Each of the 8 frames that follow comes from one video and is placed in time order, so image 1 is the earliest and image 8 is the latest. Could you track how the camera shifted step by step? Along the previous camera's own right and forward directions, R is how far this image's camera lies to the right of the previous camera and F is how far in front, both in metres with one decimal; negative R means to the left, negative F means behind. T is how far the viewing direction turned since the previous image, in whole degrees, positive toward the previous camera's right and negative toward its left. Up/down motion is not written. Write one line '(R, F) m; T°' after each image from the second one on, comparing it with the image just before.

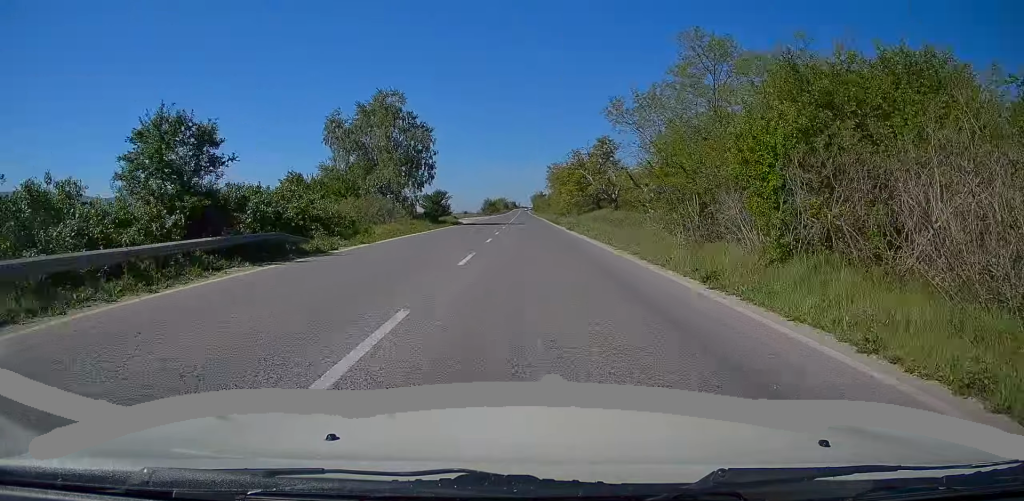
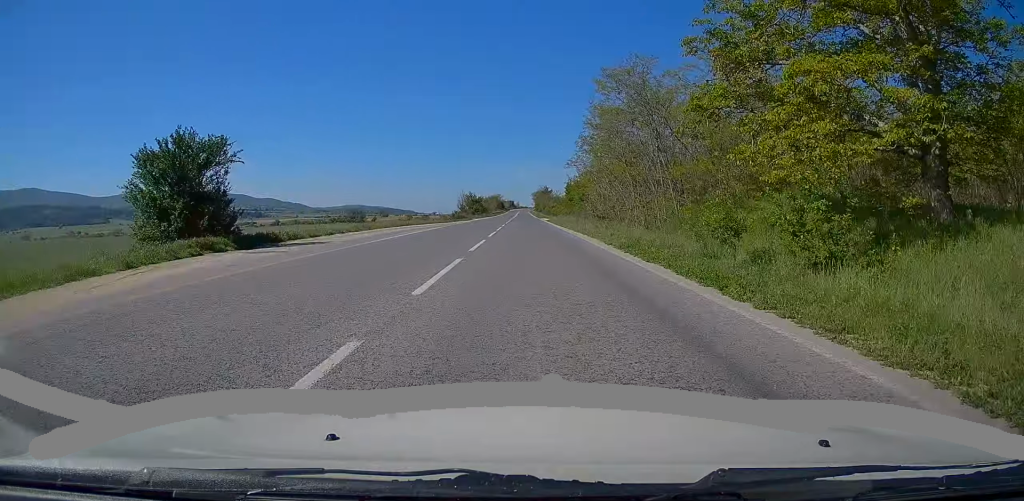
(+0.2, +64.9) m; 0°
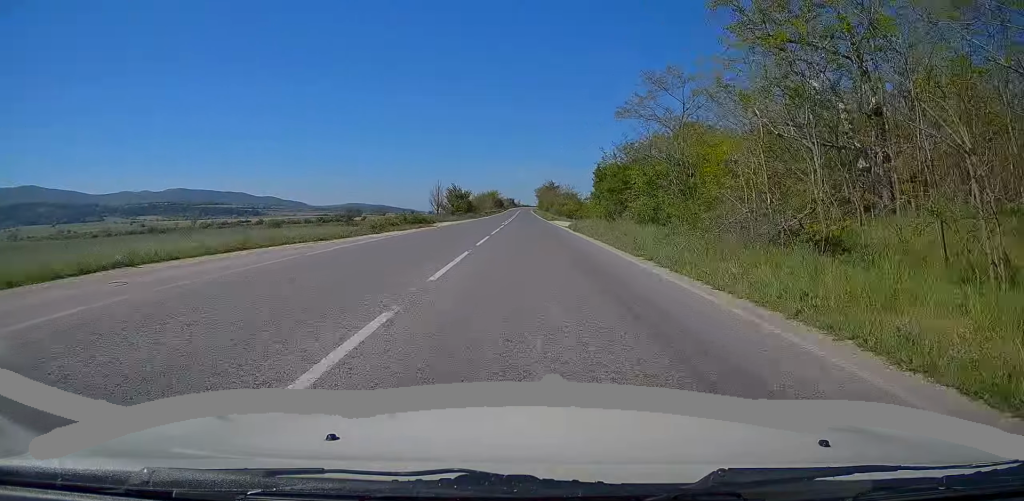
(-0.6, +34.6) m; 0°
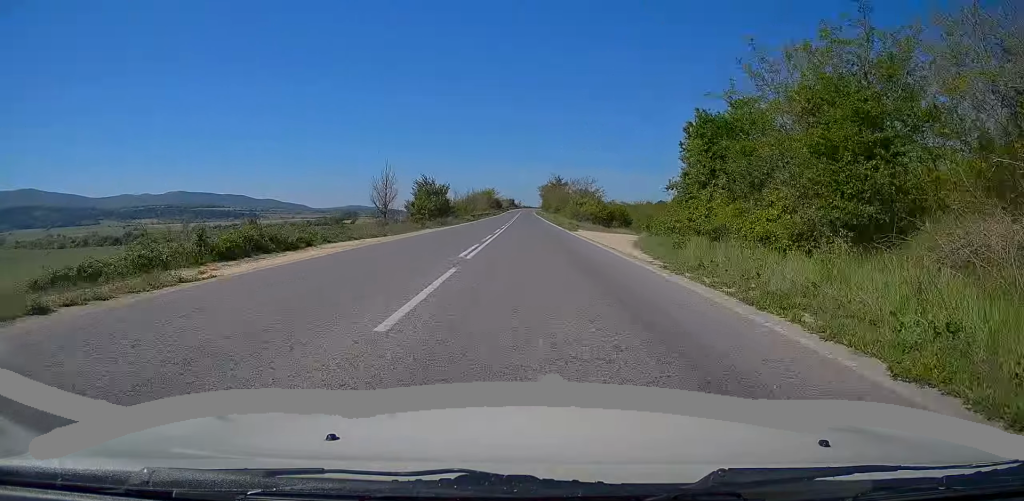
(+0.4, +31.2) m; 0°
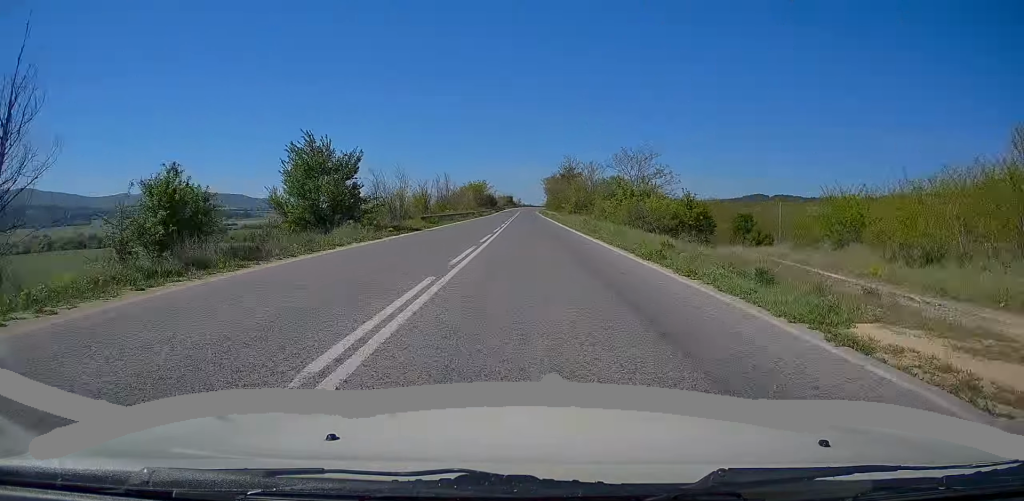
(-0.4, +38.3) m; 0°
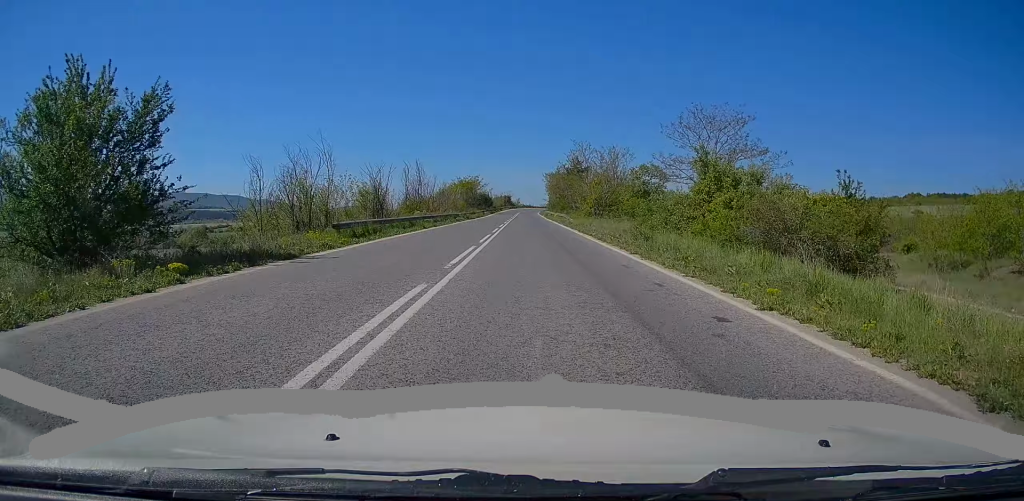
(+0.2, +18.6) m; 0°
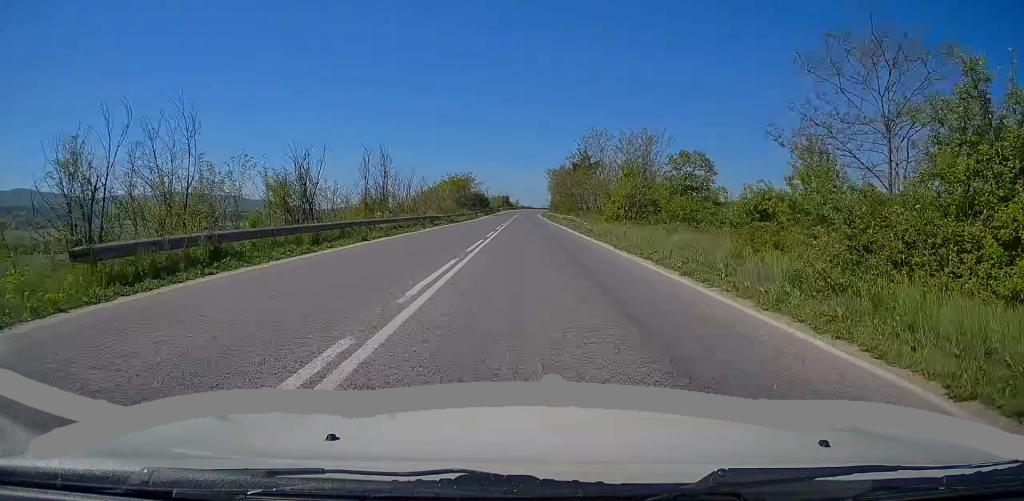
(0.0, +13.4) m; 0°
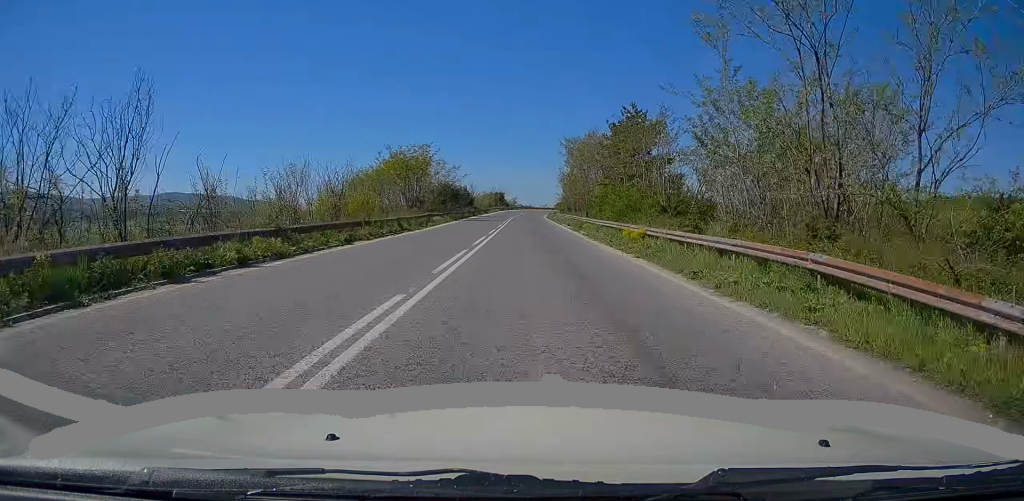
(-0.1, +41.3) m; 0°
